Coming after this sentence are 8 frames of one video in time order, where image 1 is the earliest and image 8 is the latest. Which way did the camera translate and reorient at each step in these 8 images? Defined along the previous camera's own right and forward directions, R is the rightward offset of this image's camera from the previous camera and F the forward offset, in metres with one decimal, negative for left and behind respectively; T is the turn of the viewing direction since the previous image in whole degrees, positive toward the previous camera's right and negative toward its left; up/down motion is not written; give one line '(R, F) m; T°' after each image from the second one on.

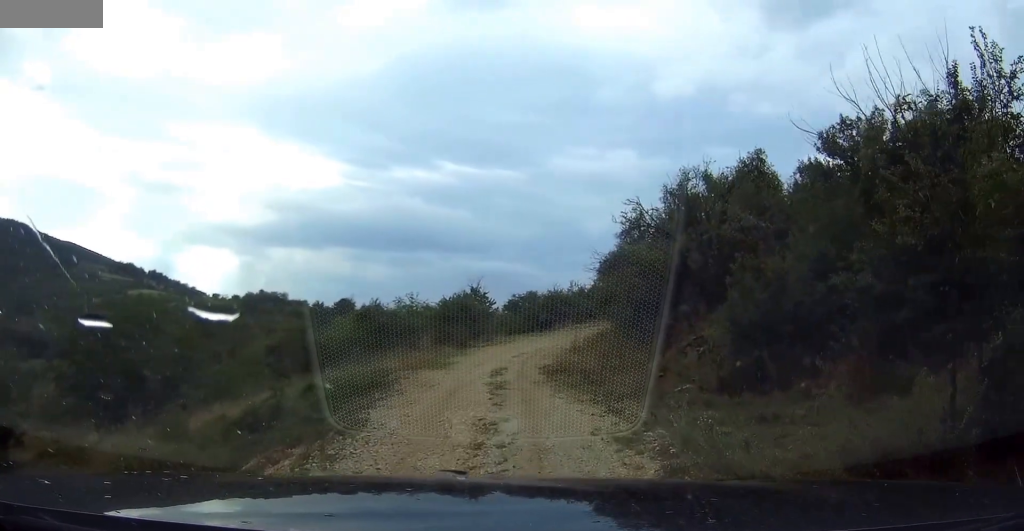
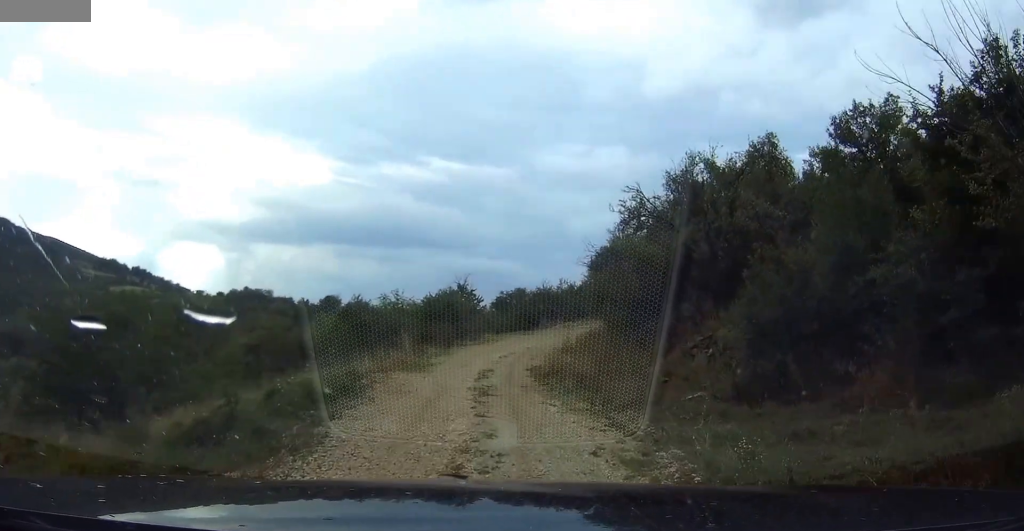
(0.0, +1.8) m; 0°
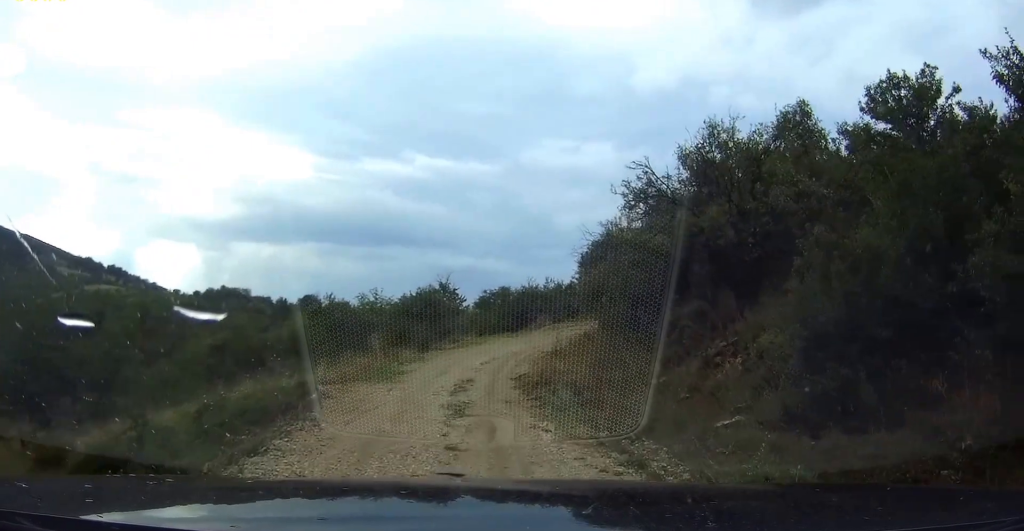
(0.0, +2.6) m; 0°
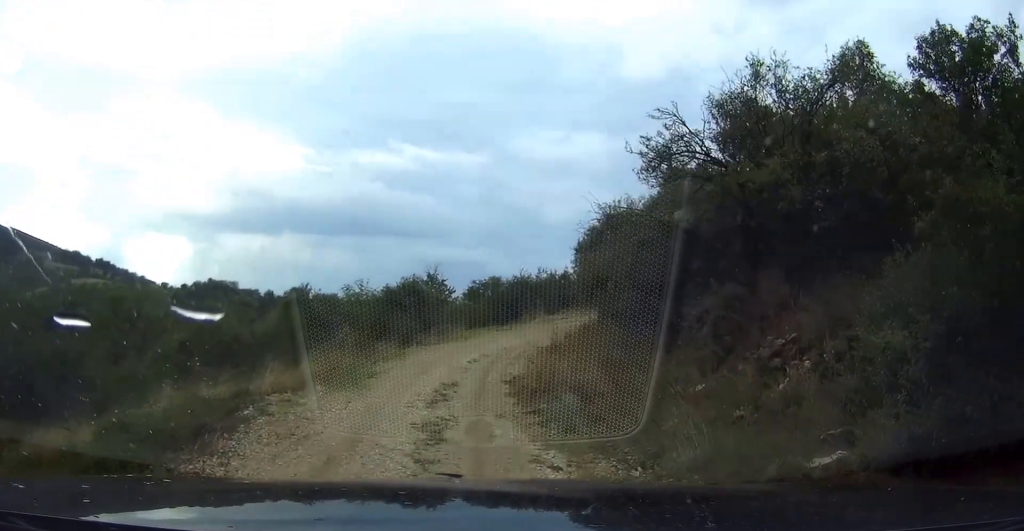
(0.0, +2.8) m; 0°
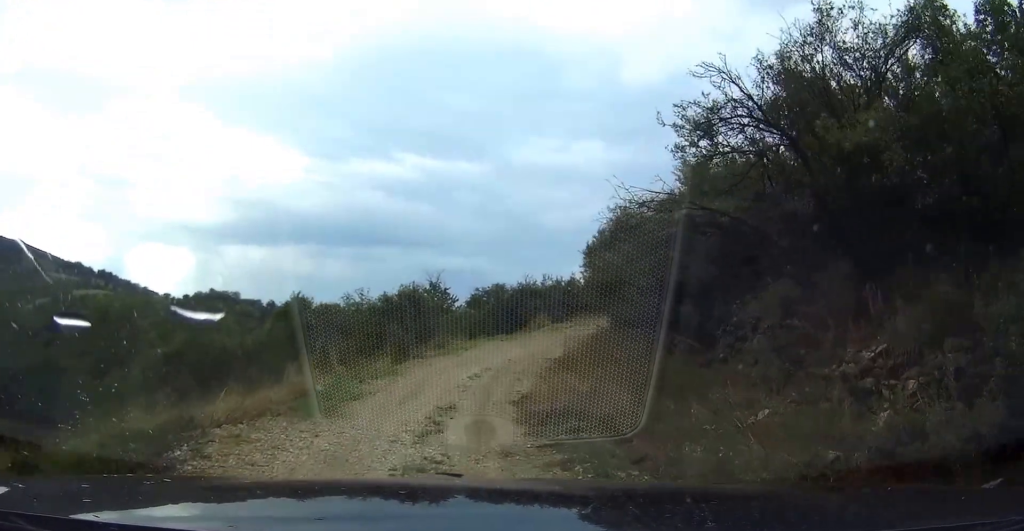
(0.0, +2.1) m; 0°
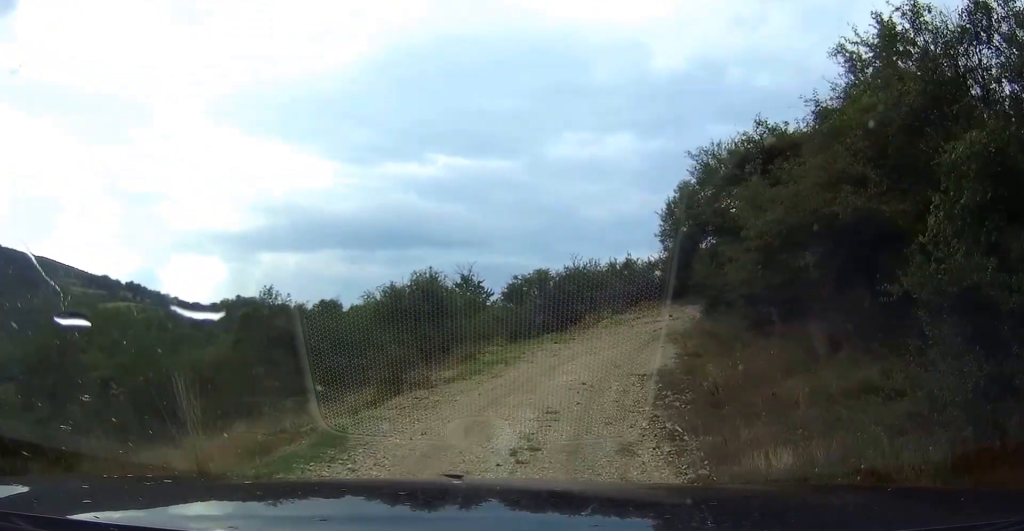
(0.0, +7.8) m; 0°
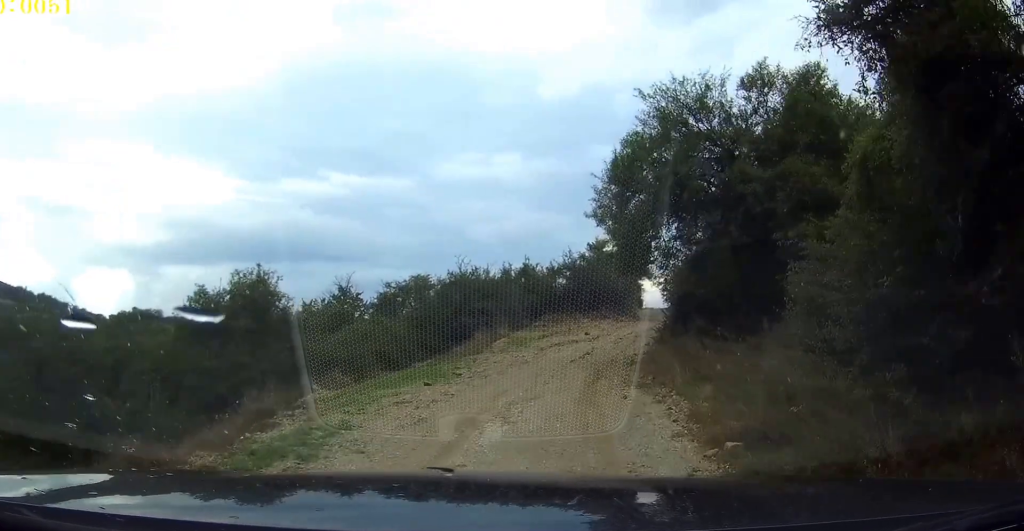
(0.0, +7.5) m; +1°
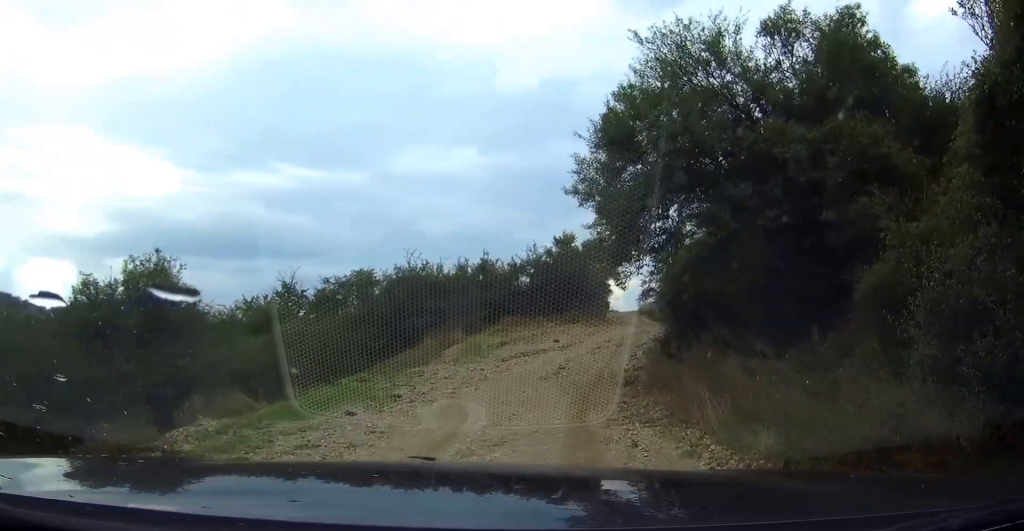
(0.0, +2.6) m; +3°
